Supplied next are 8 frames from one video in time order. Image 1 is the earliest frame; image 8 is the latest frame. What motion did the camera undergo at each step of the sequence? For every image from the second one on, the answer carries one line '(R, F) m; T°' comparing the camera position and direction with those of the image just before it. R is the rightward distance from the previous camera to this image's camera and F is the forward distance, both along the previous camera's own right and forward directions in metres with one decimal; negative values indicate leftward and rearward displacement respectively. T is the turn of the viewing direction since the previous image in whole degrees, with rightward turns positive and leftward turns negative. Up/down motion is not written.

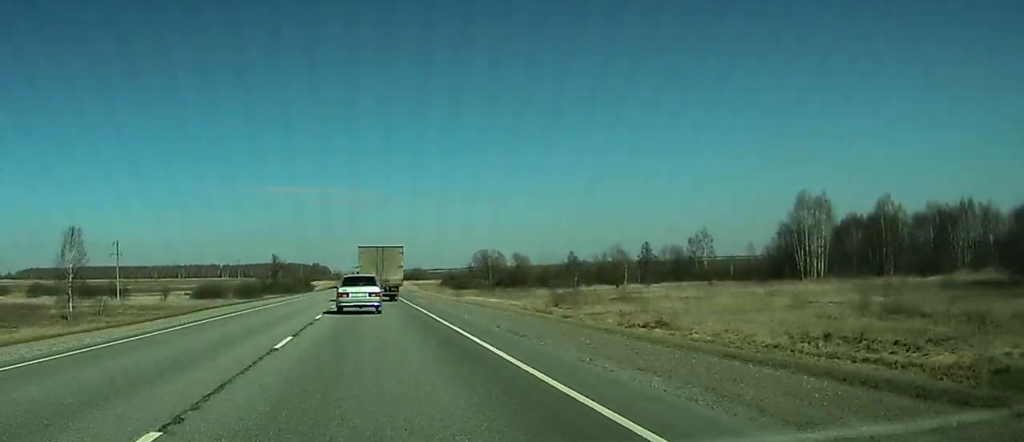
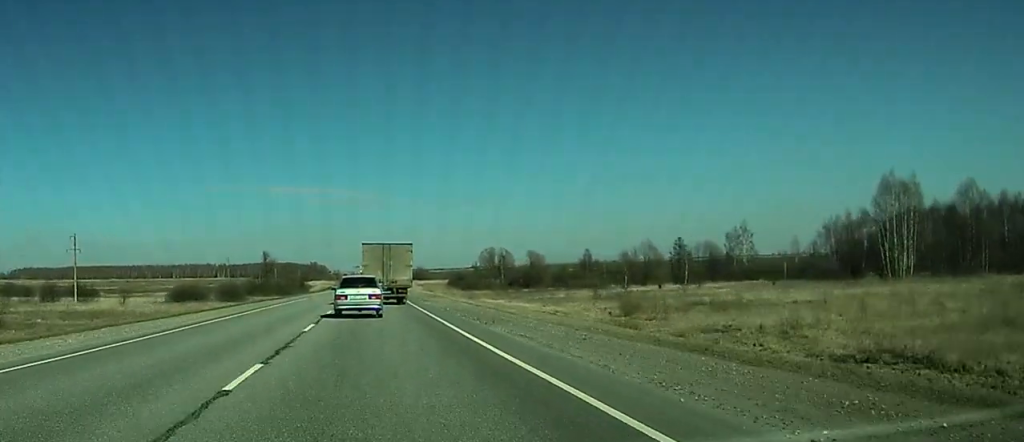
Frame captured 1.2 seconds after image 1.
(+0.1, +31.9) m; 0°
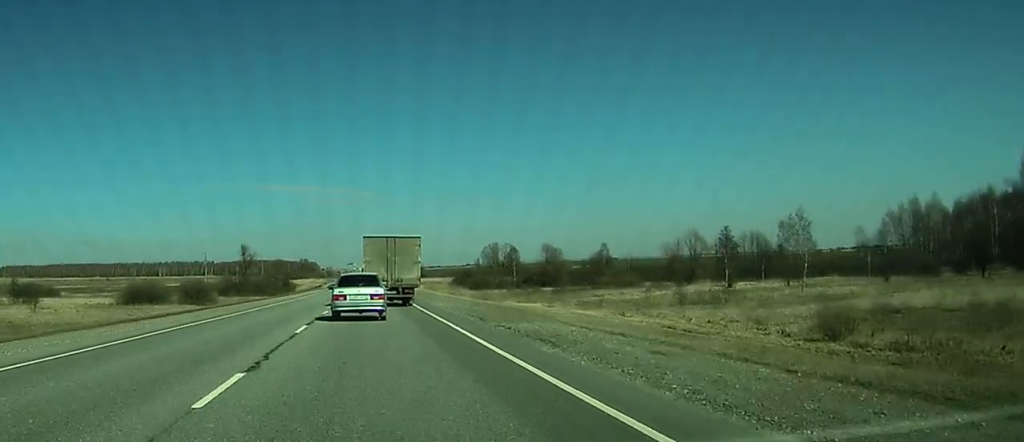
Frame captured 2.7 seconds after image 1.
(-0.1, +40.0) m; 0°
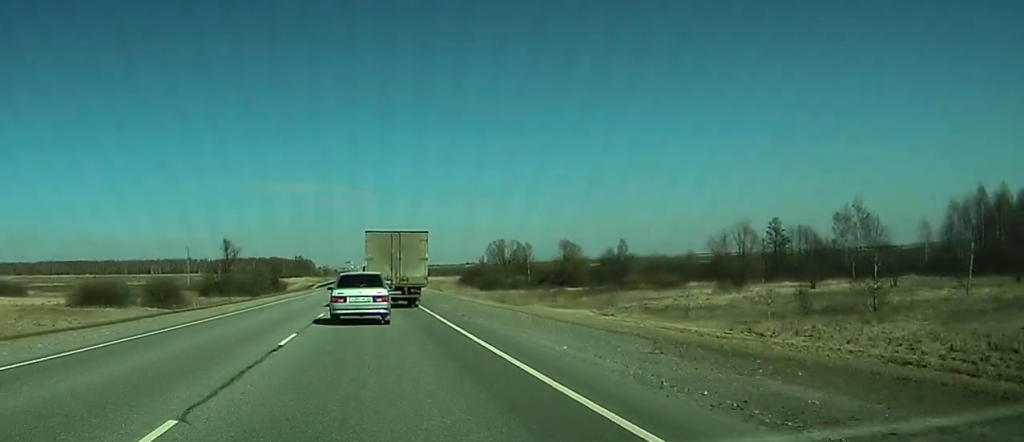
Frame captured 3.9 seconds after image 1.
(+0.3, +29.8) m; 0°
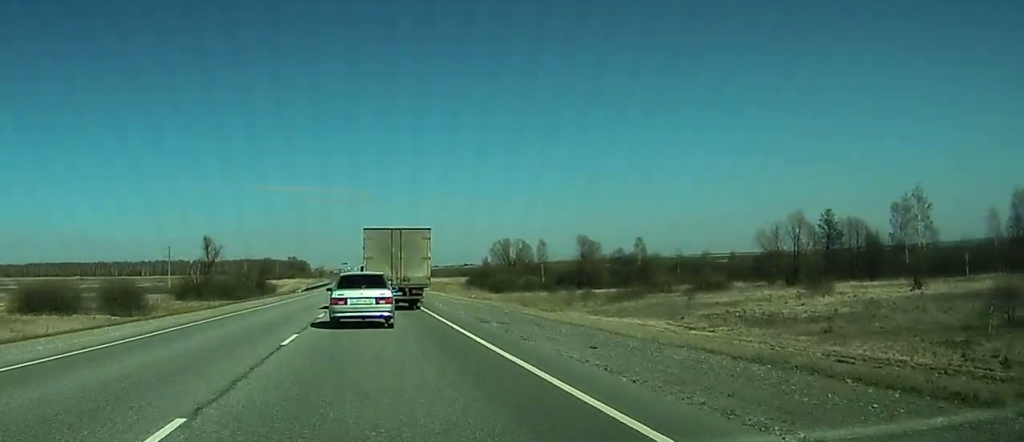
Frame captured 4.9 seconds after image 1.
(-0.1, +25.8) m; 0°
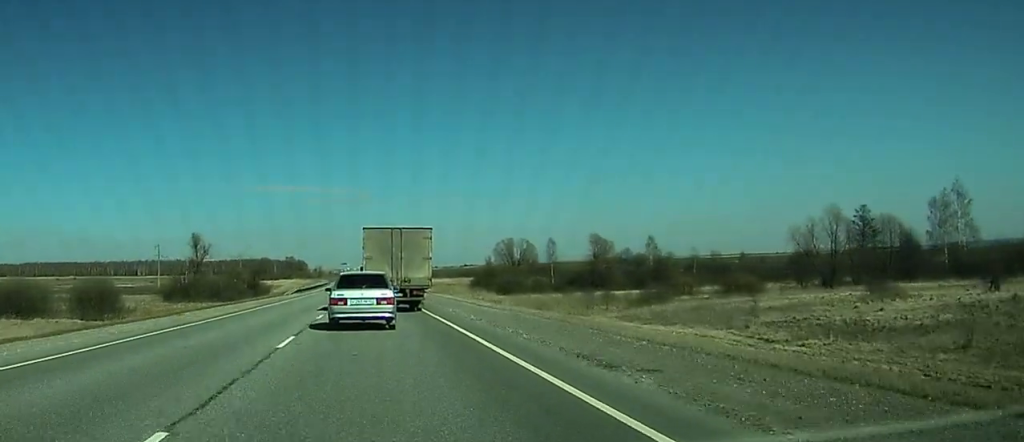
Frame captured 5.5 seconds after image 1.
(-0.1, +13.9) m; 0°
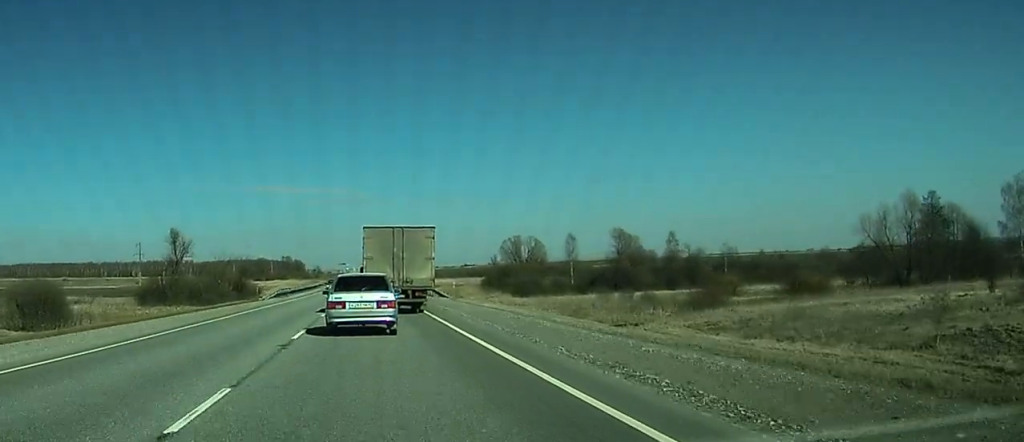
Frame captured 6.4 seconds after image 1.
(+0.3, +22.4) m; 0°
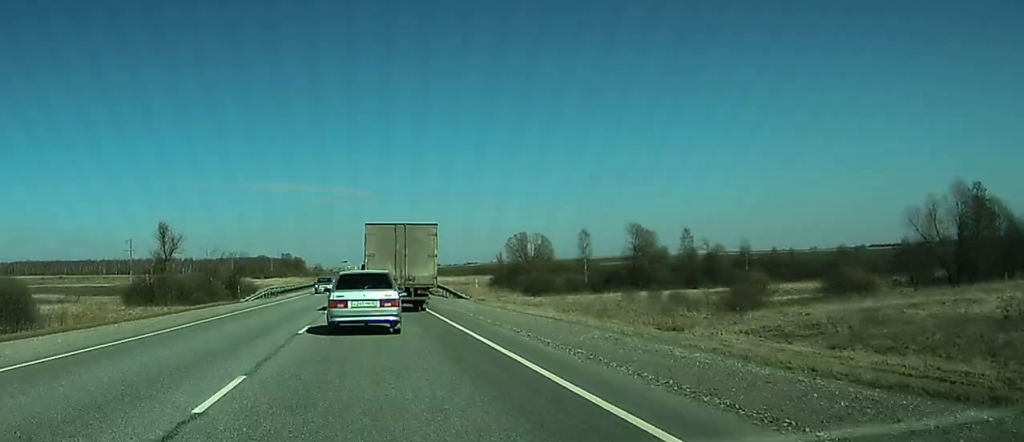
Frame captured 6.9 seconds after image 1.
(-0.1, +11.8) m; 0°
